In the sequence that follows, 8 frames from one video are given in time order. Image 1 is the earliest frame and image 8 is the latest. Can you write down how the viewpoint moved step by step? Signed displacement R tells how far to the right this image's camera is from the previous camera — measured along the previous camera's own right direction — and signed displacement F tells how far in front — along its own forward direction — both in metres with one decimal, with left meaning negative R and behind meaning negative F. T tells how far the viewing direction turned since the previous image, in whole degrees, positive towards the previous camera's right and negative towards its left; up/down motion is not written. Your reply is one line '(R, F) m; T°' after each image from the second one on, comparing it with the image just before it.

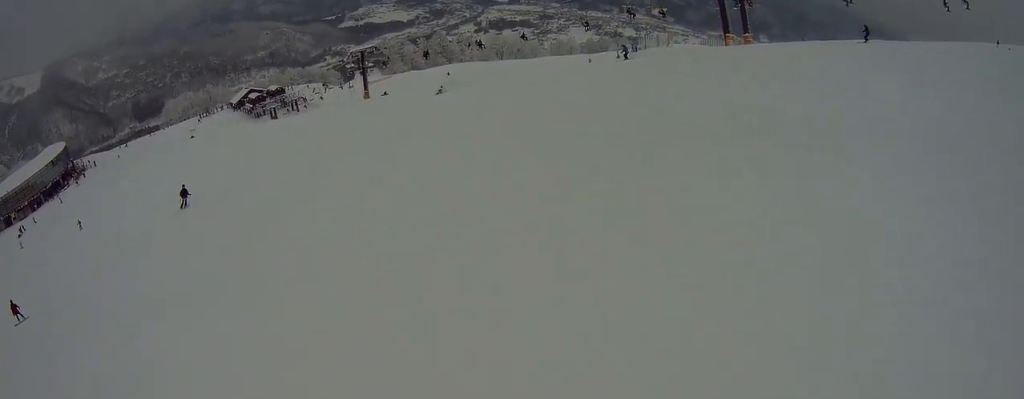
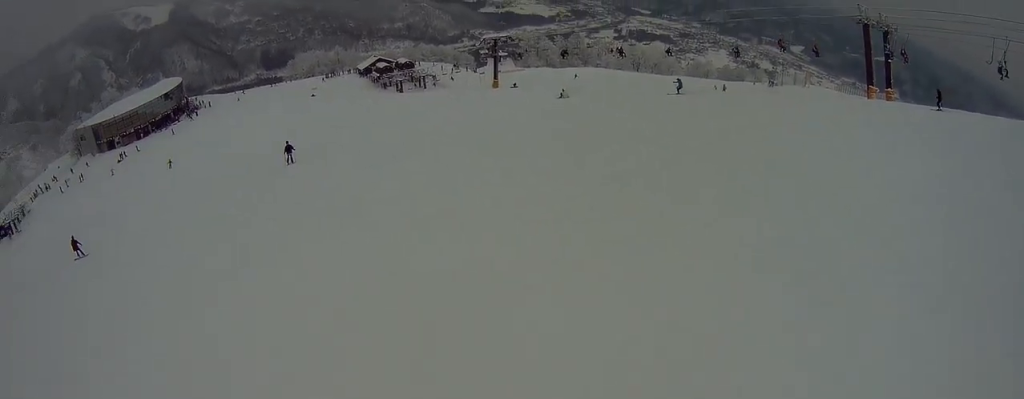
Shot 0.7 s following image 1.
(-1.1, +3.3) m; -30°
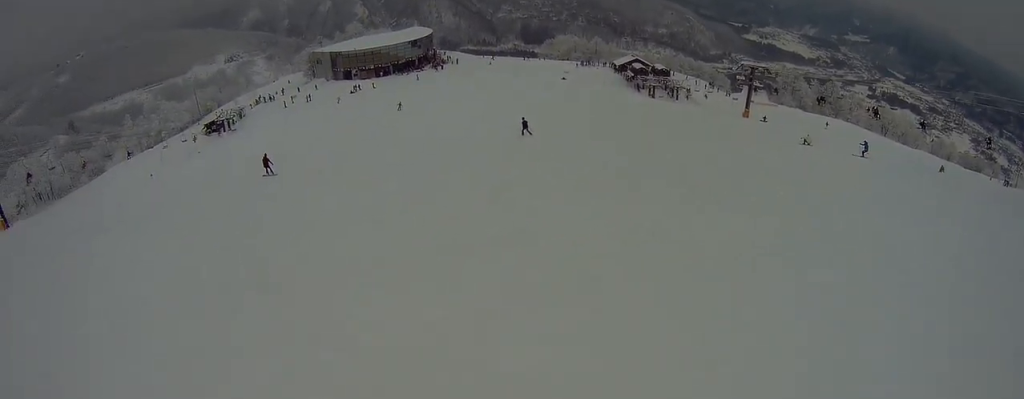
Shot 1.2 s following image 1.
(-0.2, +2.5) m; -19°
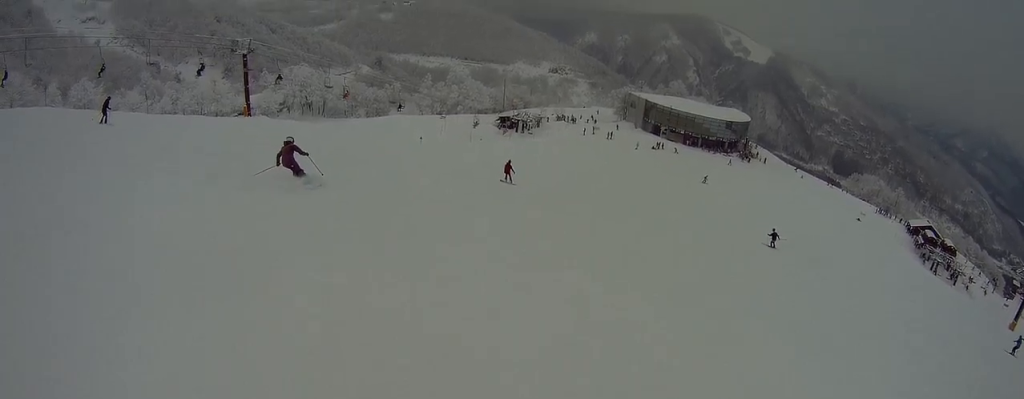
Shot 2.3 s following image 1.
(-1.9, +6.3) m; -8°
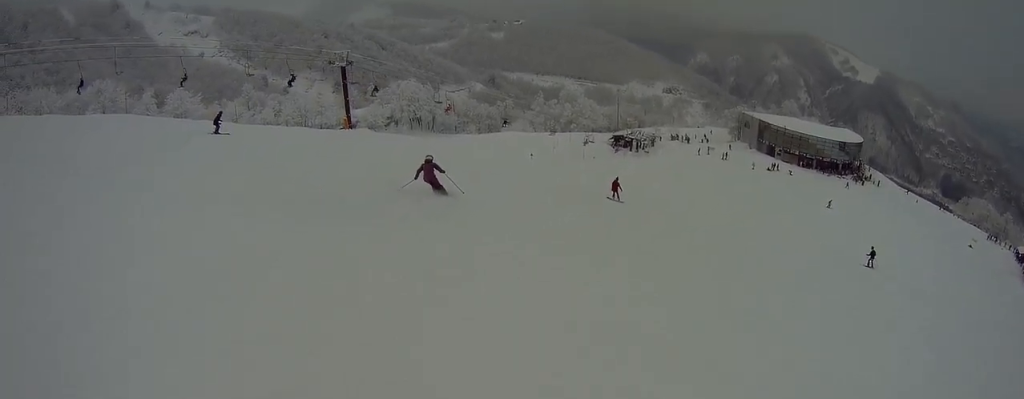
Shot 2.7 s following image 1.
(+0.4, +2.8) m; +5°
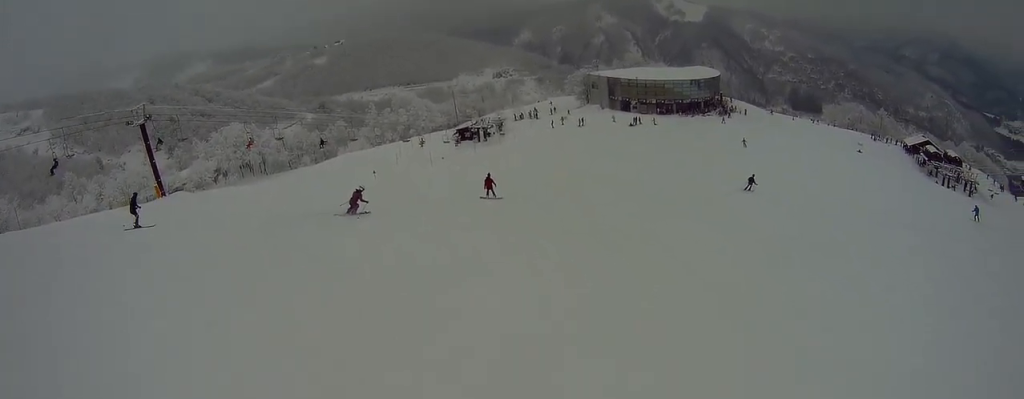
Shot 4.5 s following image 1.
(+0.7, +11.2) m; +7°
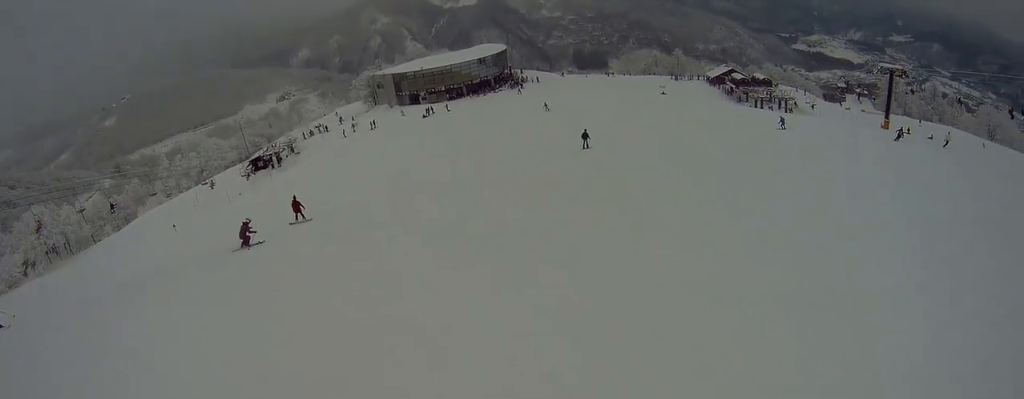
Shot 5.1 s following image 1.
(-0.2, +4.1) m; +5°
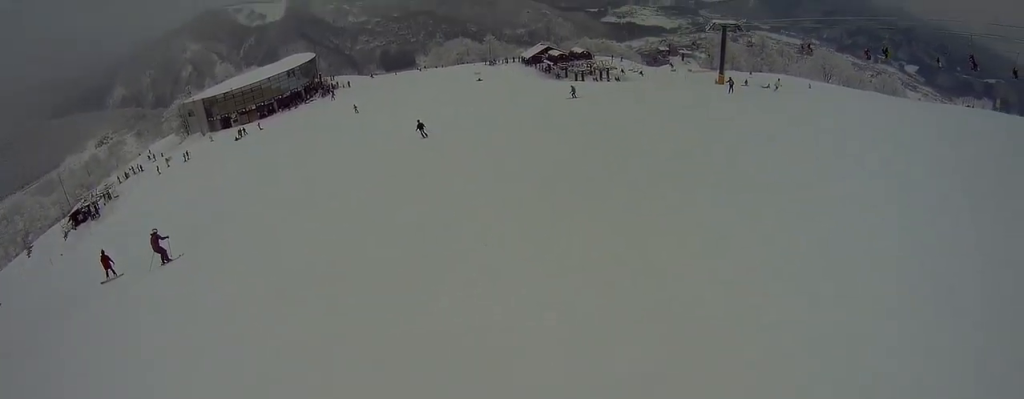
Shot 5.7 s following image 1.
(+0.6, +4.7) m; +9°
